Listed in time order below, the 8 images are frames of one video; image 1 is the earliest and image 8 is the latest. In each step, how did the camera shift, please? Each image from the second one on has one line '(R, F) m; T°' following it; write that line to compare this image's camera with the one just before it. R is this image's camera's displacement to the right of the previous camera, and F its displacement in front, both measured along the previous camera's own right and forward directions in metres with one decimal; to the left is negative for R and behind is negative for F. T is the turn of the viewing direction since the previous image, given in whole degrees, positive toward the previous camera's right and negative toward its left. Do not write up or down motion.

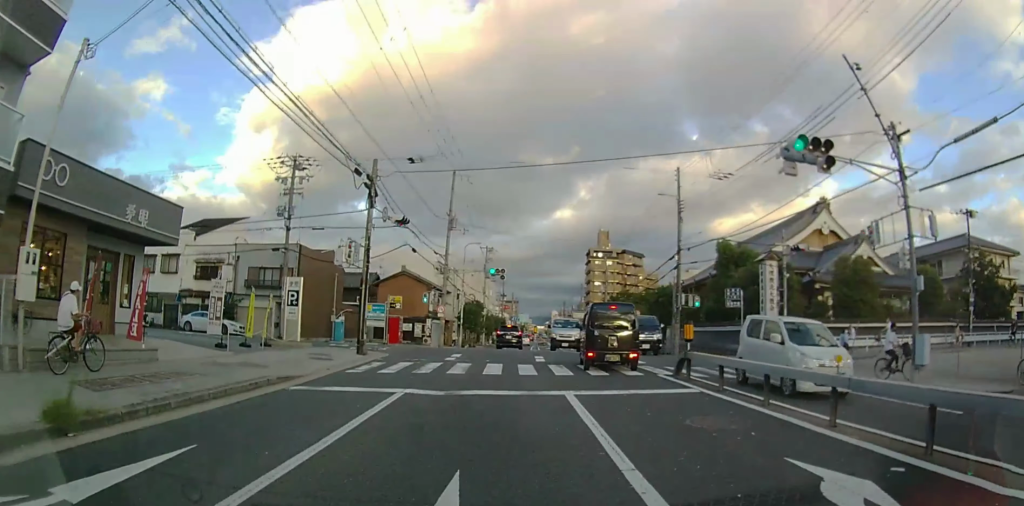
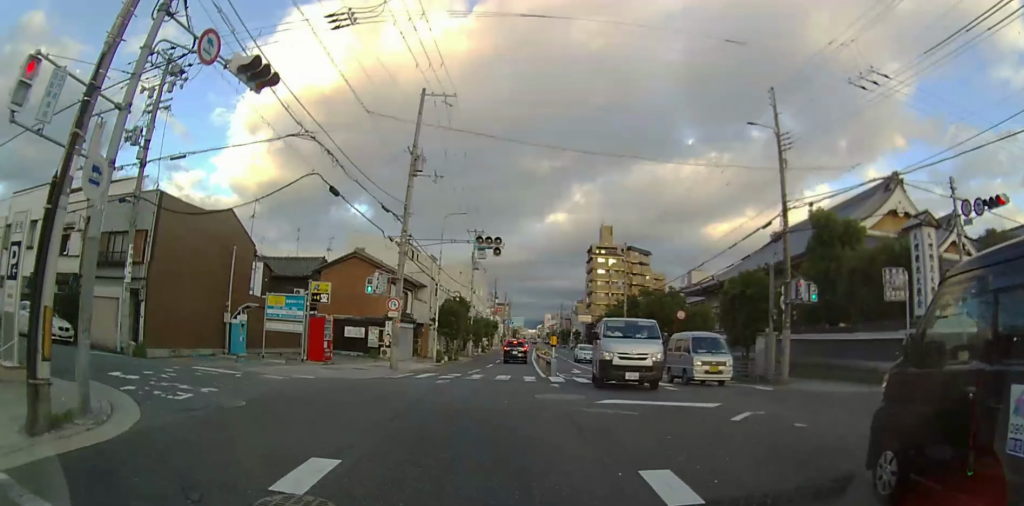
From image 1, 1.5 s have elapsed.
(0.0, +15.7) m; 0°
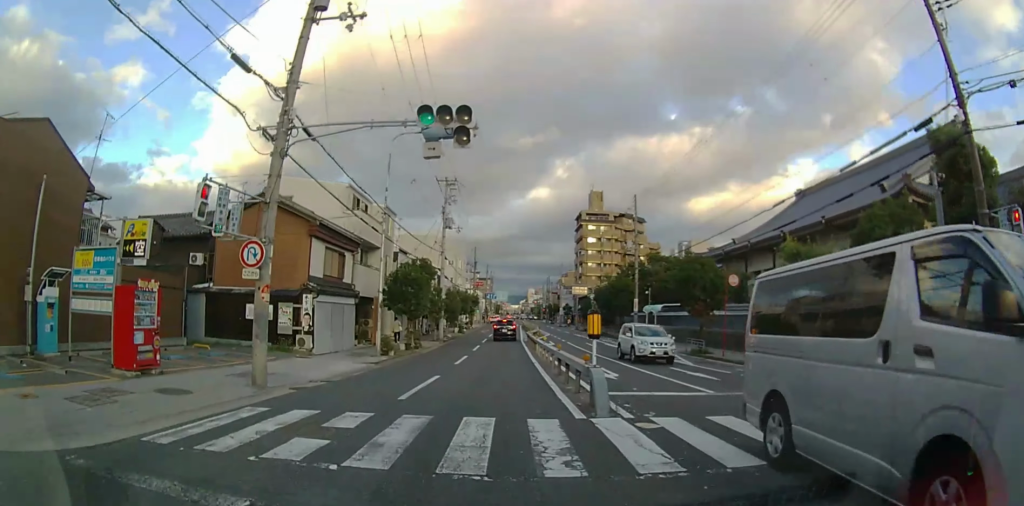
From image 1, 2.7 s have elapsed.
(0.0, +12.5) m; 0°
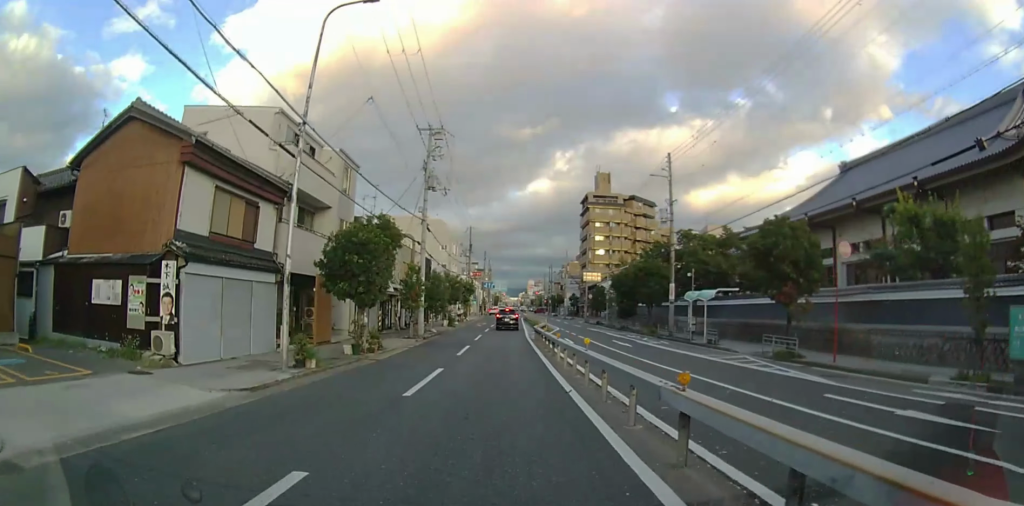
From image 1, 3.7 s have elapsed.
(0.0, +10.1) m; 0°
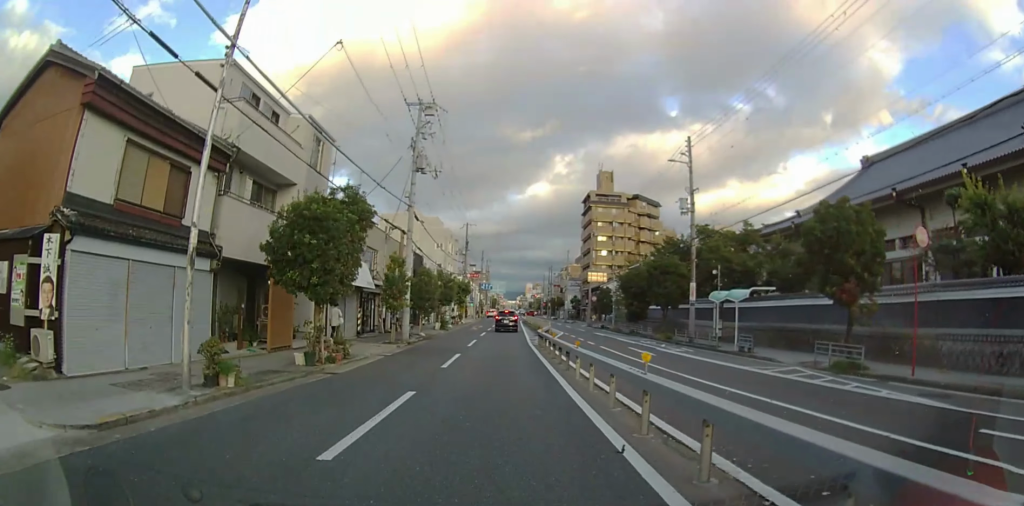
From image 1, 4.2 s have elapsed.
(0.0, +4.7) m; 0°
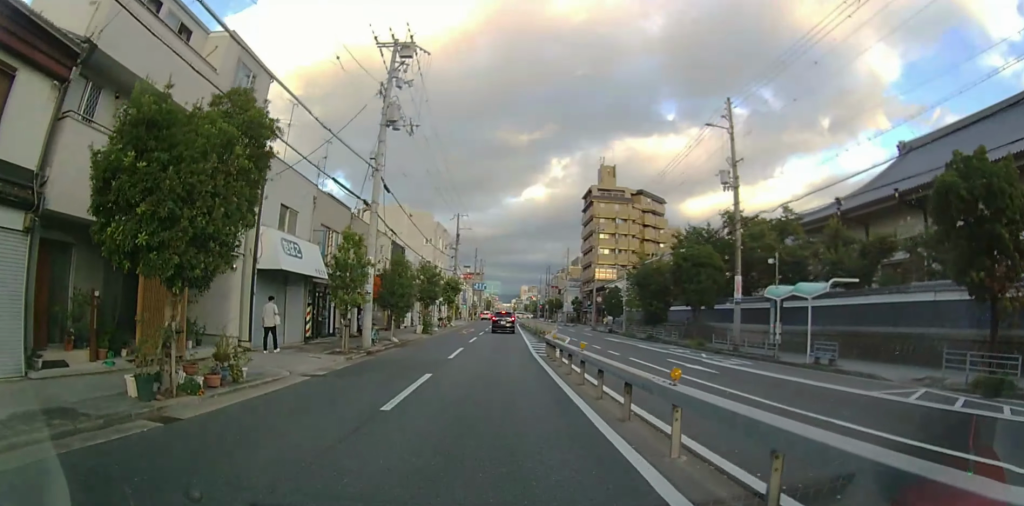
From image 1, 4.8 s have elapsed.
(0.0, +6.7) m; +1°
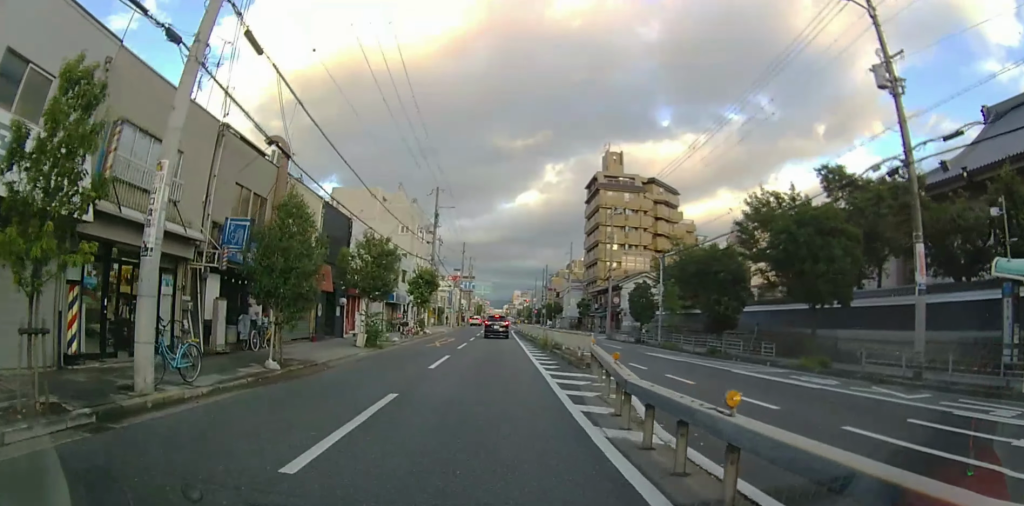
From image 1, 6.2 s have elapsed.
(+0.2, +12.9) m; +2°
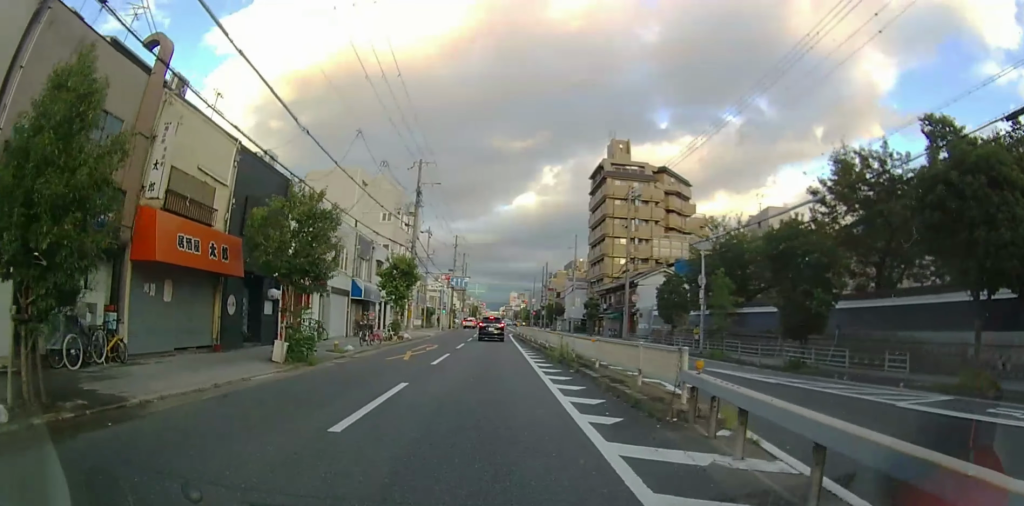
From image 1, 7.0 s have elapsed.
(0.0, +8.5) m; 0°
